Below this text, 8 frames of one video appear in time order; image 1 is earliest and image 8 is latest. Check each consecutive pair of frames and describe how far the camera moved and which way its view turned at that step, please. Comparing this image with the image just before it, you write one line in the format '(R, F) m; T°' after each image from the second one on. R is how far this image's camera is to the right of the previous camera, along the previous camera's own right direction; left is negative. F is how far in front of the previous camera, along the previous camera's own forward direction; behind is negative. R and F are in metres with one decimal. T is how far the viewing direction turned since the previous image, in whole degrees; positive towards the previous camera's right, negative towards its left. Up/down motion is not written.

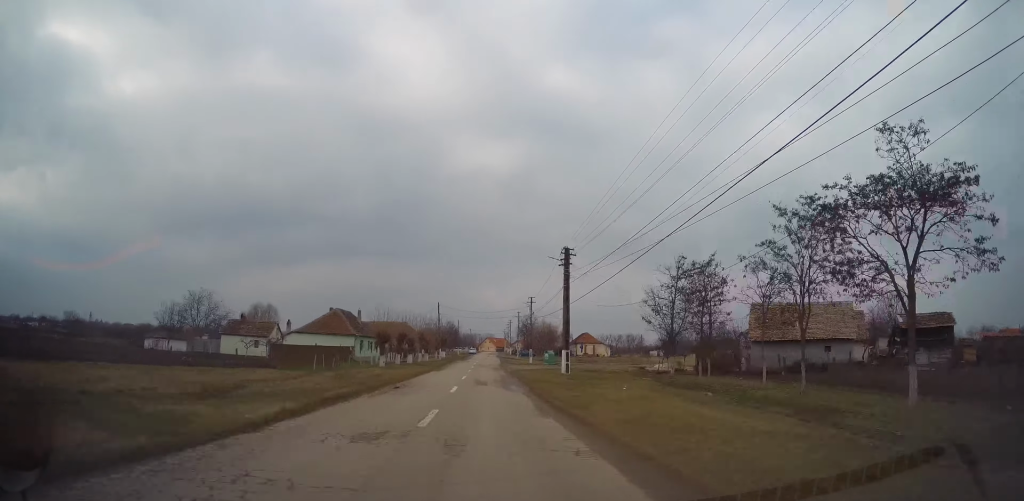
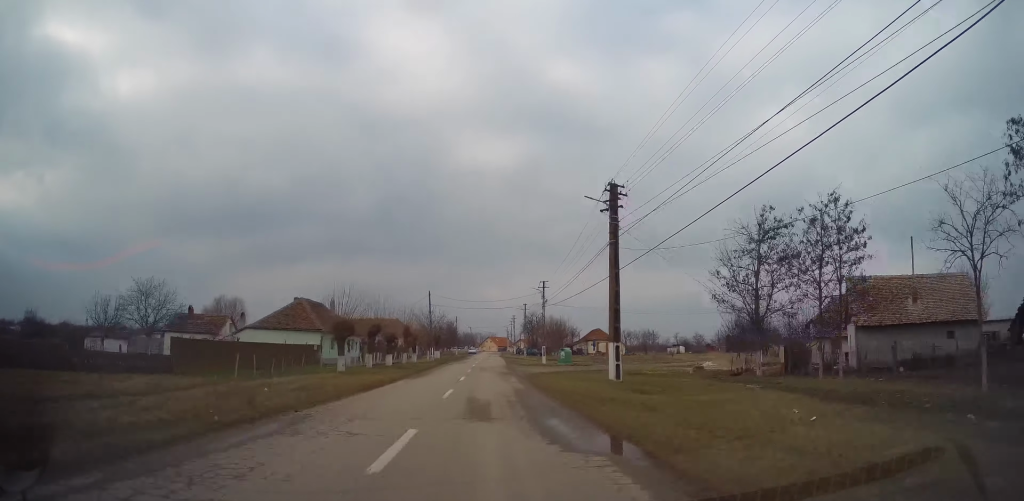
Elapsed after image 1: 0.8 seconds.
(+0.1, +13.4) m; 0°
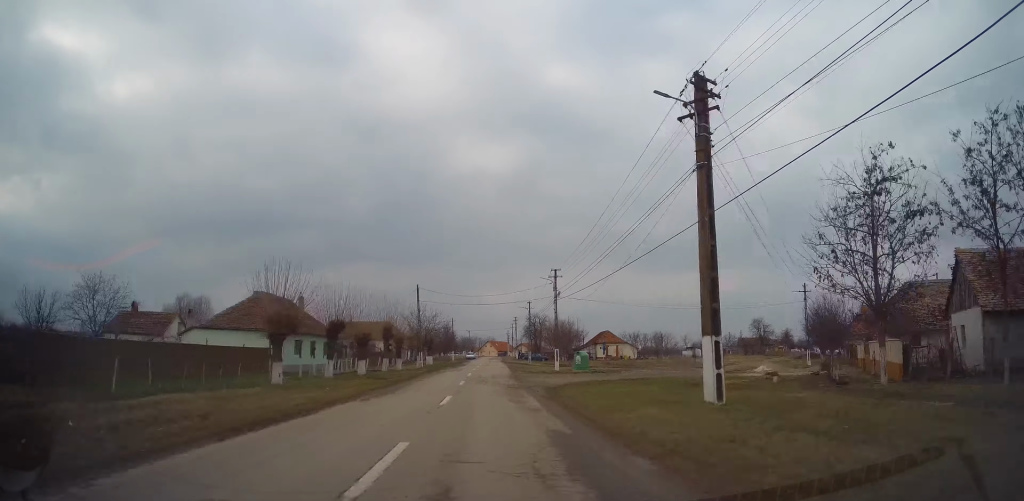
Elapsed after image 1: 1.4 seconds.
(-0.1, +10.1) m; -1°
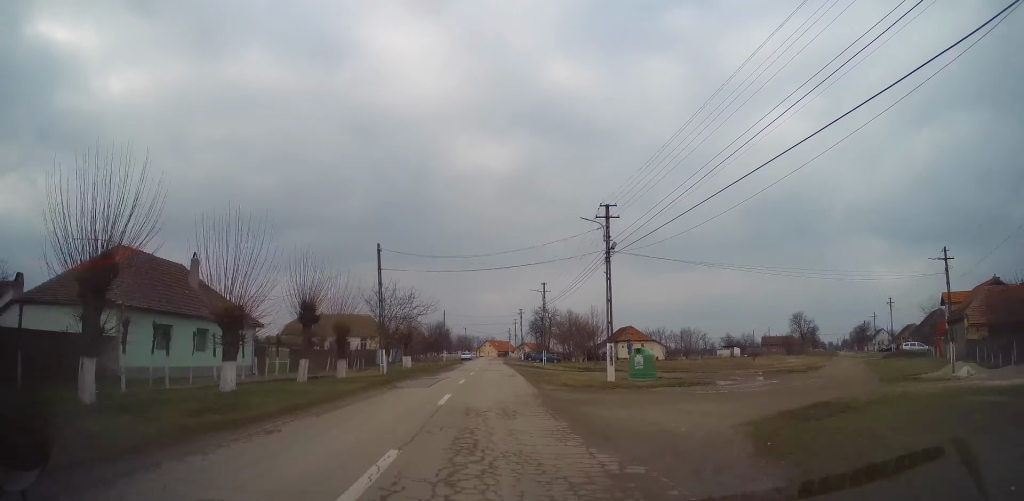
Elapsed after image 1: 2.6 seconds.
(-0.2, +19.4) m; +1°
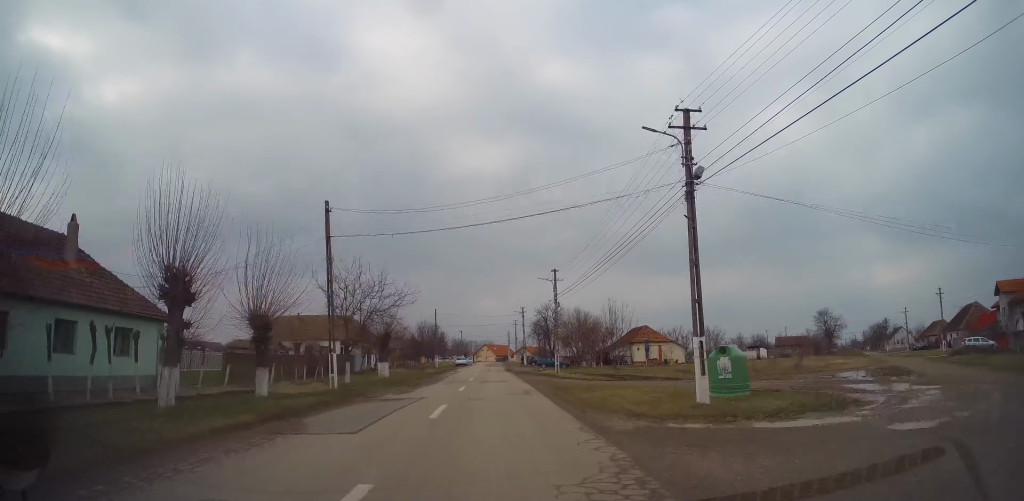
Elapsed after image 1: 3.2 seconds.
(+0.4, +10.9) m; +1°
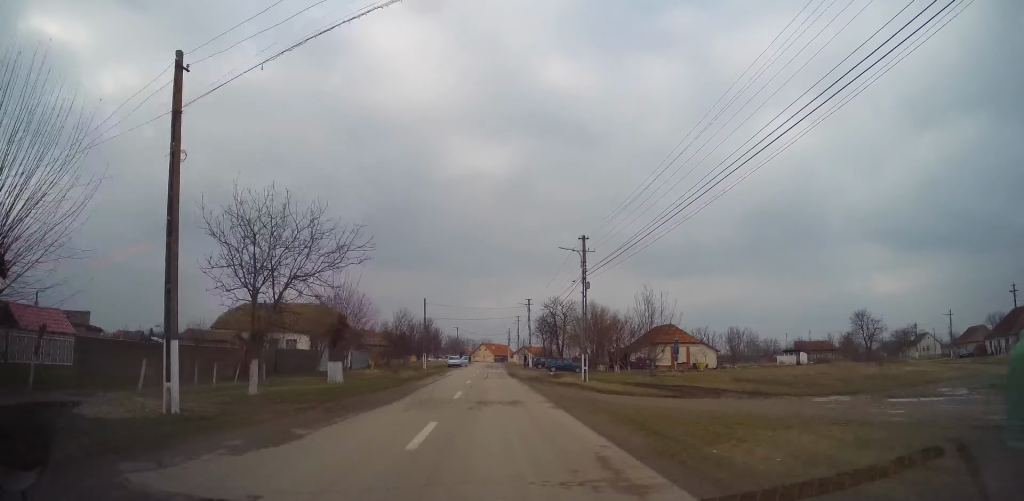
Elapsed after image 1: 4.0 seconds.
(+0.1, +12.7) m; 0°
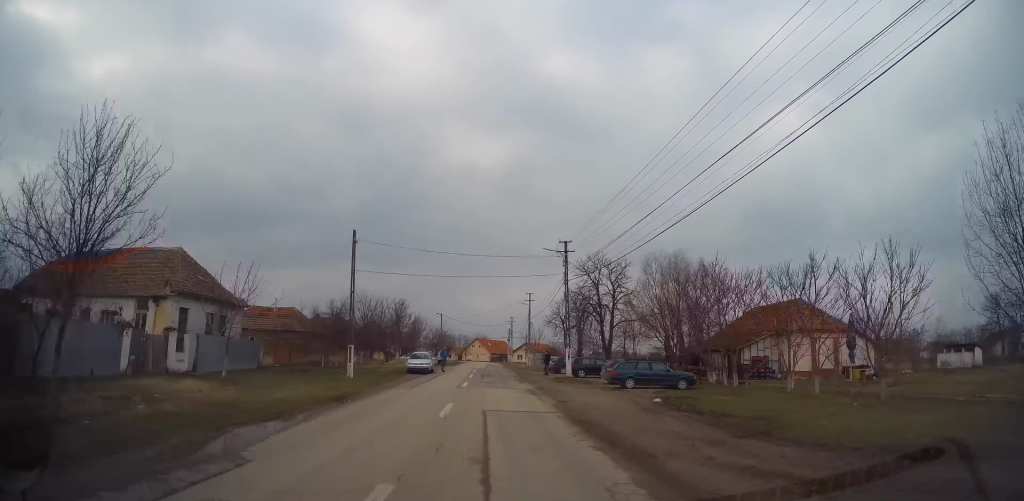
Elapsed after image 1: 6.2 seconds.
(-0.2, +32.6) m; -1°
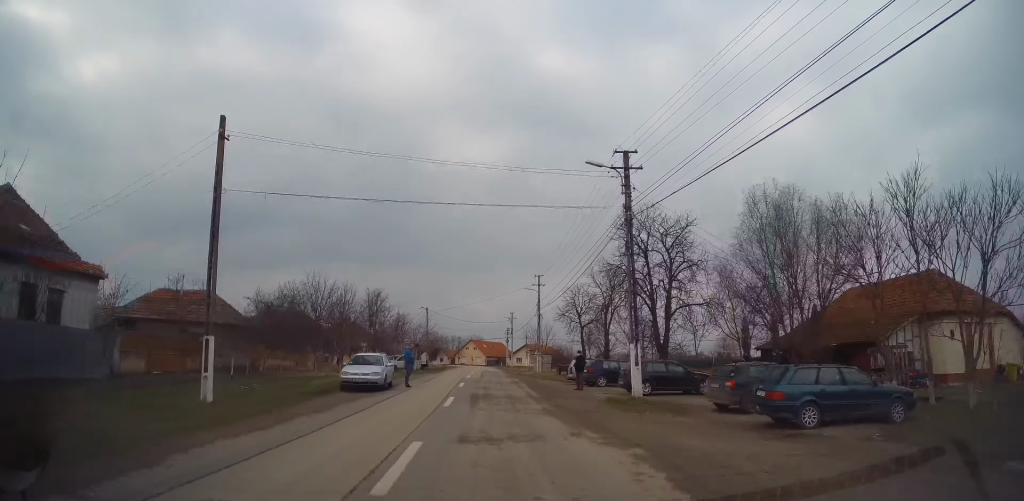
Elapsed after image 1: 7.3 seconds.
(-0.2, +15.5) m; 0°
